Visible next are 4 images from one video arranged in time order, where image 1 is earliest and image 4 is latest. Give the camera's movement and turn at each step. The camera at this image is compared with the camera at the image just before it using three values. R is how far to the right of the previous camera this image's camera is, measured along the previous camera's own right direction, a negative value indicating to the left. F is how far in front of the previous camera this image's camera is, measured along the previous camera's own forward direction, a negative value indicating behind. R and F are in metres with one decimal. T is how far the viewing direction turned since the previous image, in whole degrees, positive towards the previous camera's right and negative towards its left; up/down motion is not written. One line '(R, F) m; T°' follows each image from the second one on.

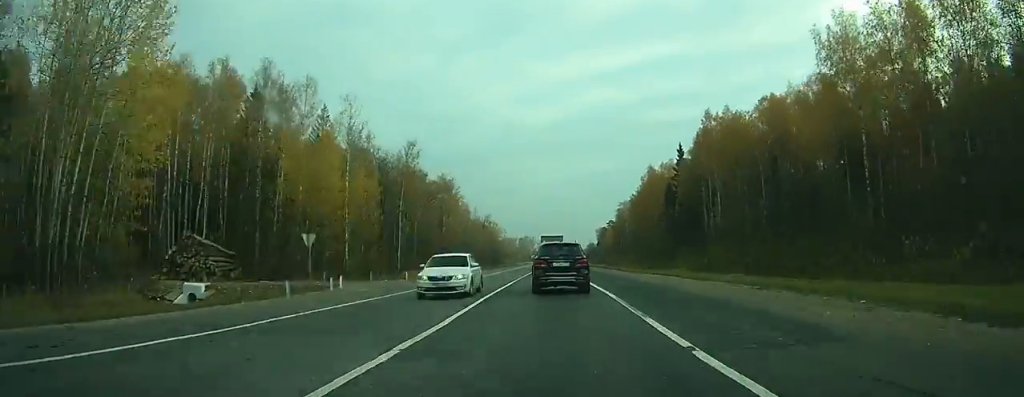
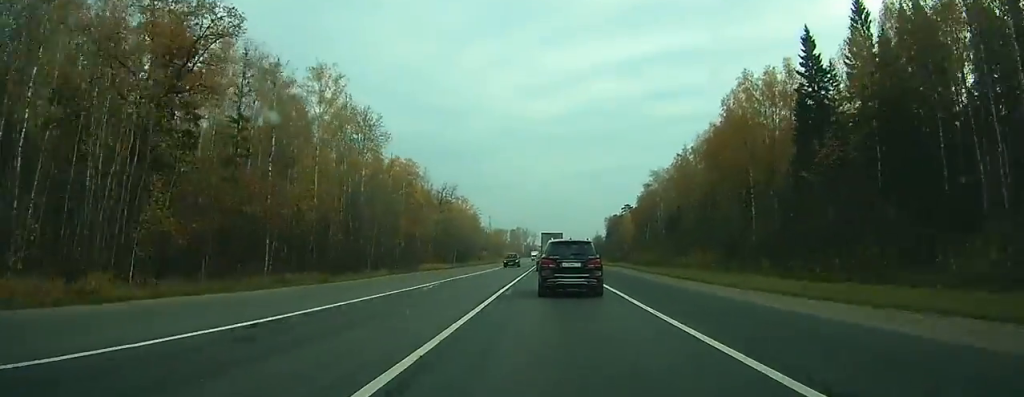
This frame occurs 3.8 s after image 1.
(+0.1, +78.5) m; 0°
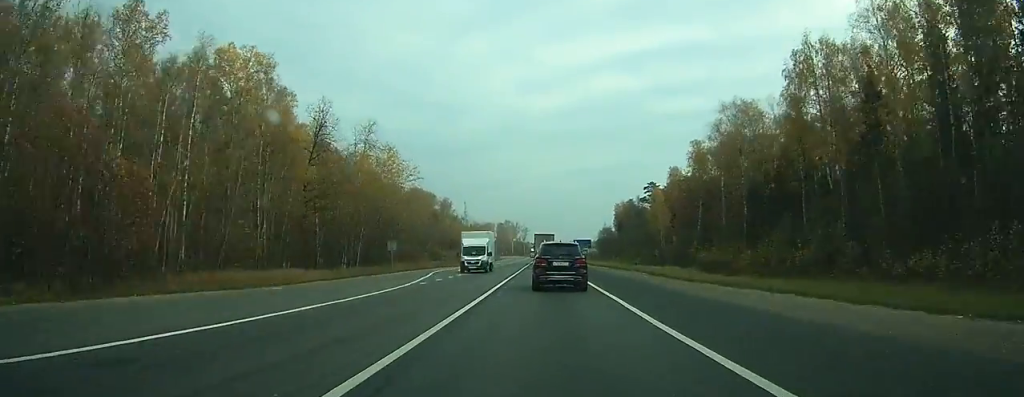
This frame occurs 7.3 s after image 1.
(+0.1, +70.3) m; 0°
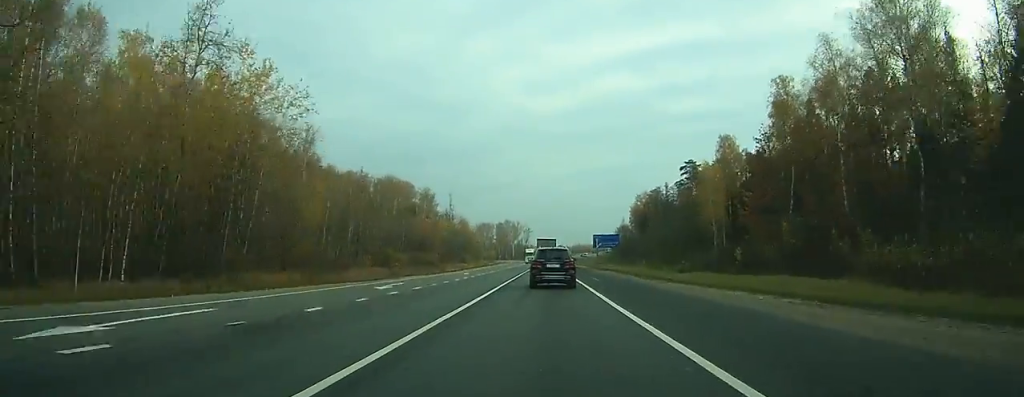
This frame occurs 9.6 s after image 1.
(+0.1, +46.4) m; 0°
